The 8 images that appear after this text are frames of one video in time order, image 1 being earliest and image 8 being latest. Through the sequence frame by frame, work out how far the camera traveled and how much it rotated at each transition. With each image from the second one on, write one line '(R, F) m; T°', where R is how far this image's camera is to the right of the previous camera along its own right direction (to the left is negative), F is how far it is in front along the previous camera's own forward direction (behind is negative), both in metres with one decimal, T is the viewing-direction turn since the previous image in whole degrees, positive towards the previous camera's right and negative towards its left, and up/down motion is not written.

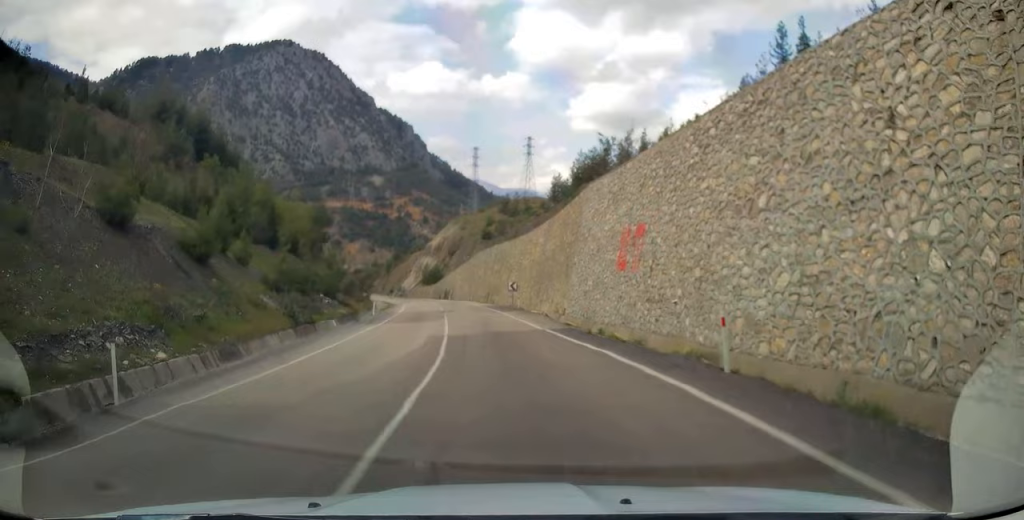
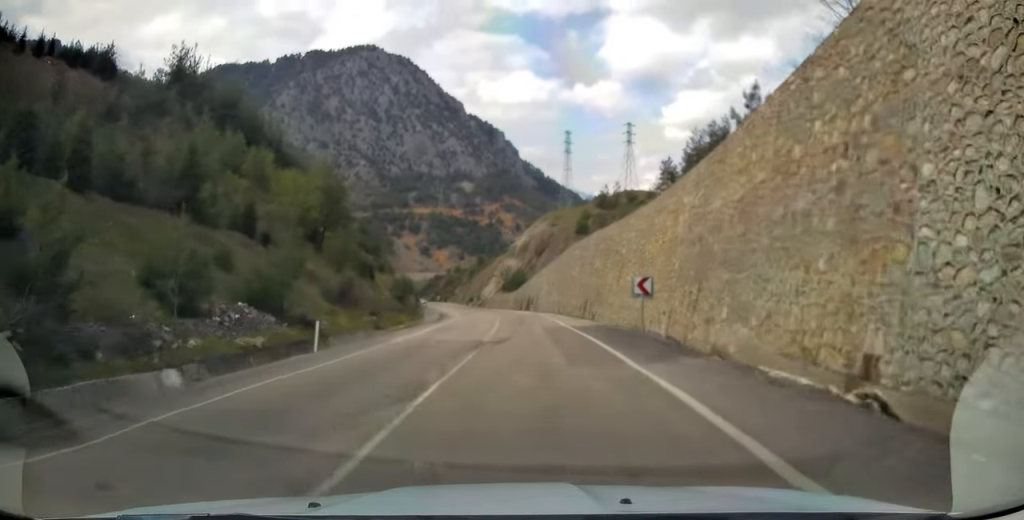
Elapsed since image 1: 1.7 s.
(-3.6, +26.8) m; -11°
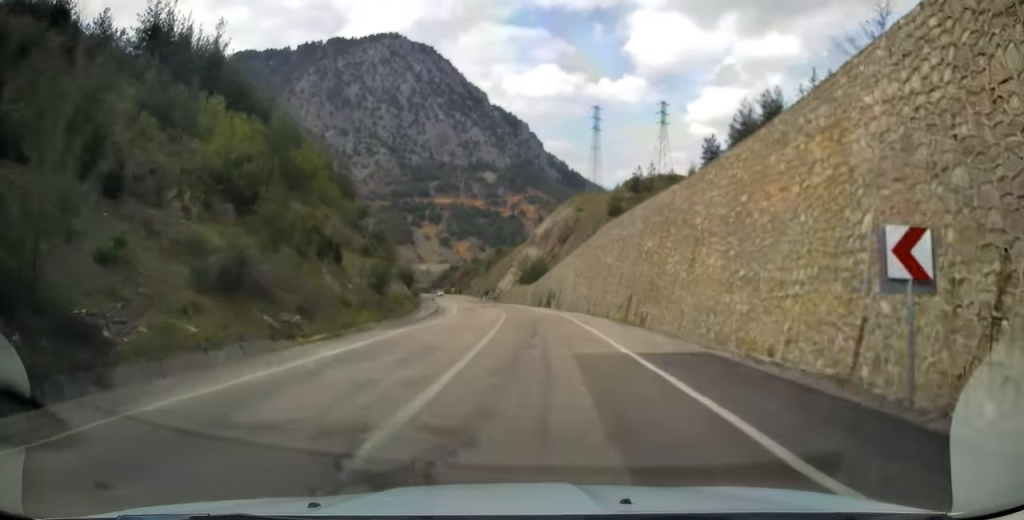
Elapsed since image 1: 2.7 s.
(-0.2, +16.8) m; -1°
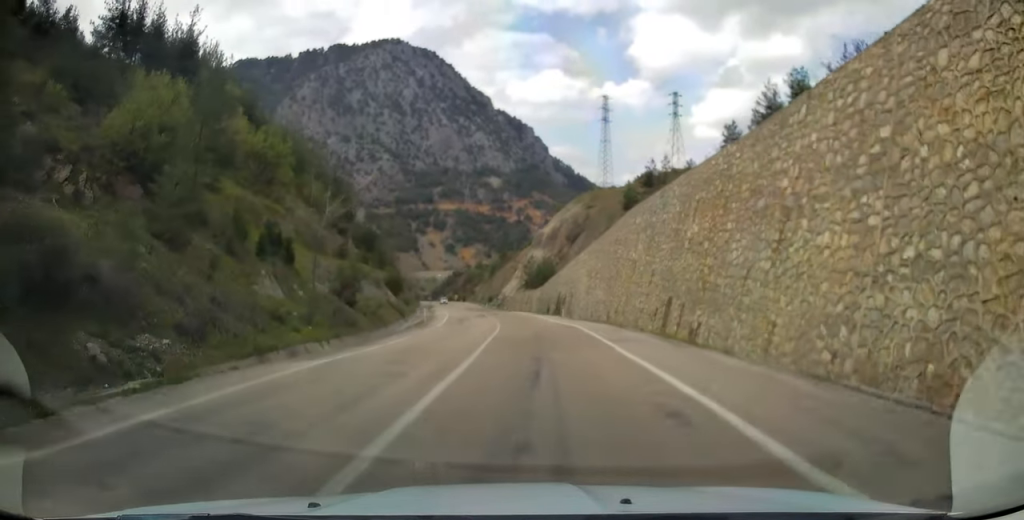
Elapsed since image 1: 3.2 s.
(-0.1, +10.6) m; -1°
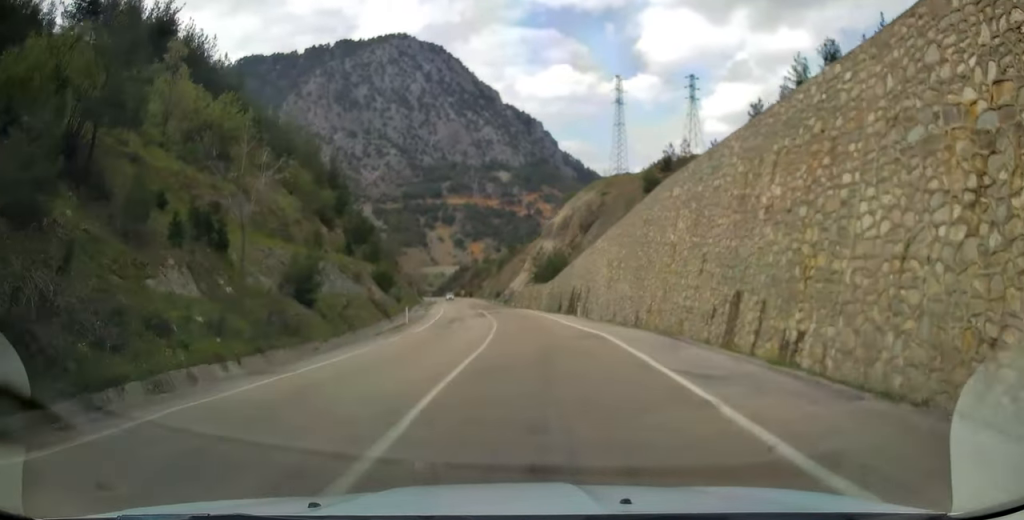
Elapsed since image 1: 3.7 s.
(-0.1, +9.4) m; -1°
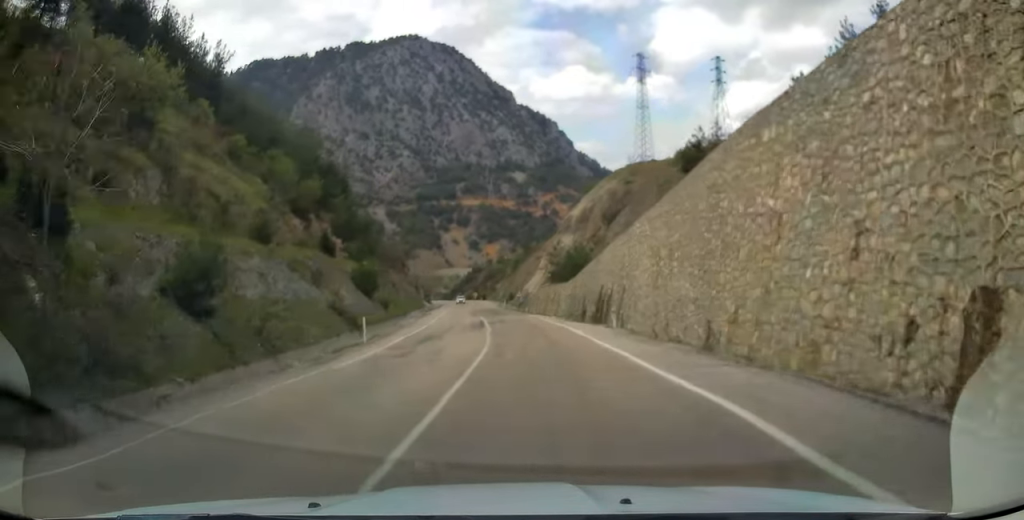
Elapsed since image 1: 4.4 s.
(-0.1, +12.1) m; -1°
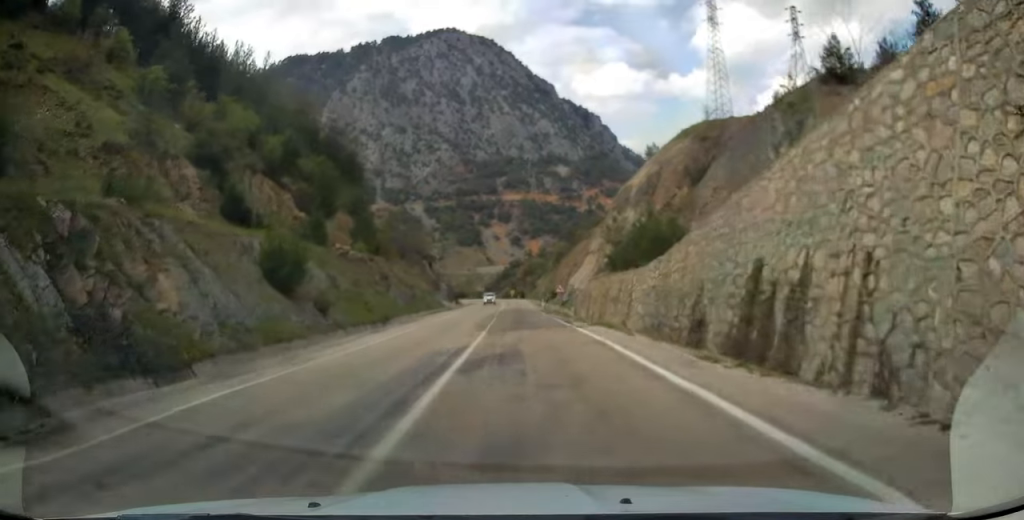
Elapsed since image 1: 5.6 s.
(-0.6, +24.3) m; -4°
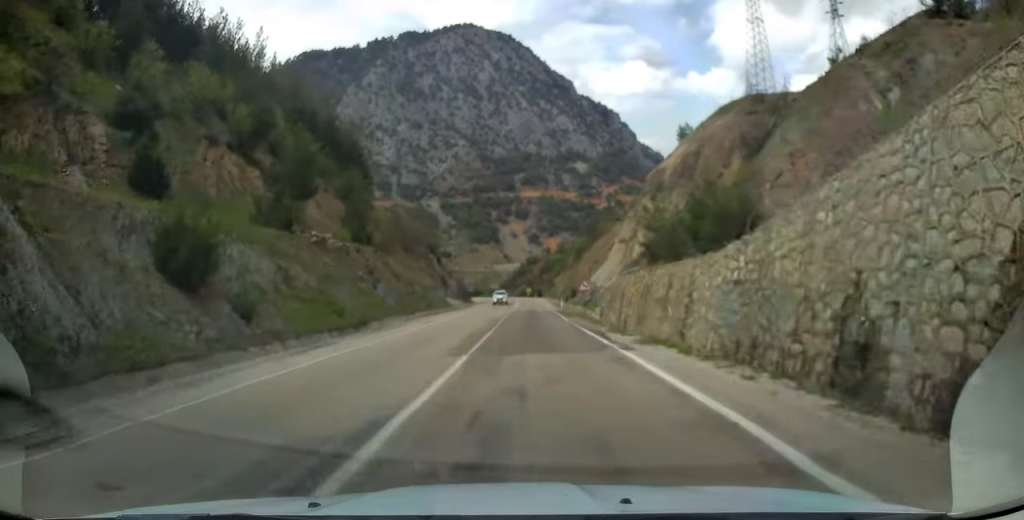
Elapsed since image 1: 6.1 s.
(-0.3, +10.1) m; -2°
